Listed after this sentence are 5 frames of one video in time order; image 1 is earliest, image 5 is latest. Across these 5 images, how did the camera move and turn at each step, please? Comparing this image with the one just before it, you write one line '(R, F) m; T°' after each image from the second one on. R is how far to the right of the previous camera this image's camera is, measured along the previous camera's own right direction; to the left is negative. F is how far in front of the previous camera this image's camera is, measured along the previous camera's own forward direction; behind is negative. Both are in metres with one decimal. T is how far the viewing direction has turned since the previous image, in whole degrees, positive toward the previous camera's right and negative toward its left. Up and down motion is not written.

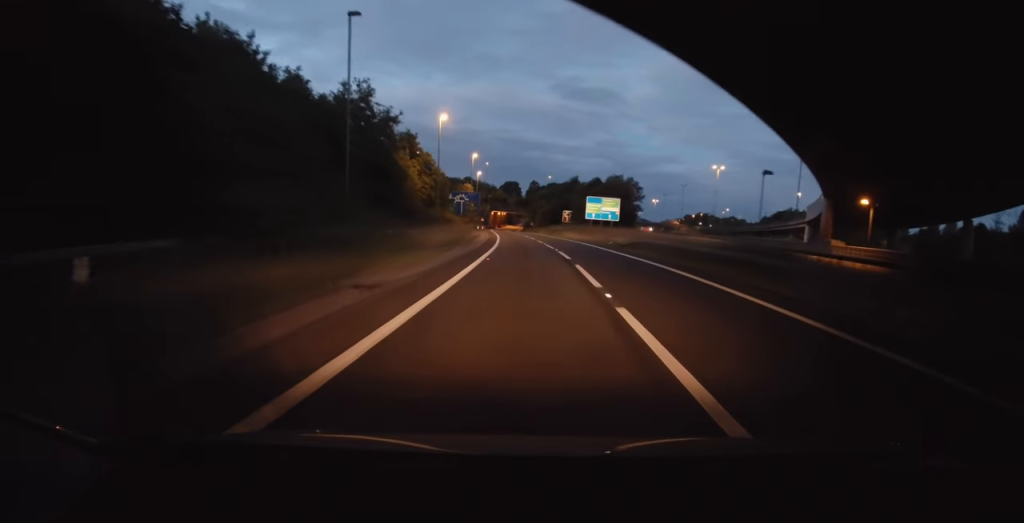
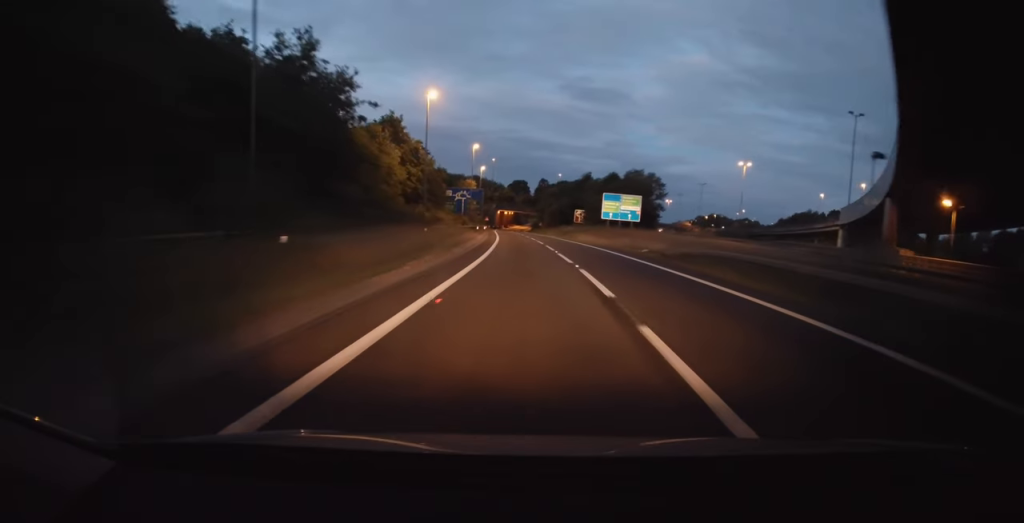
(-0.2, +10.5) m; 0°
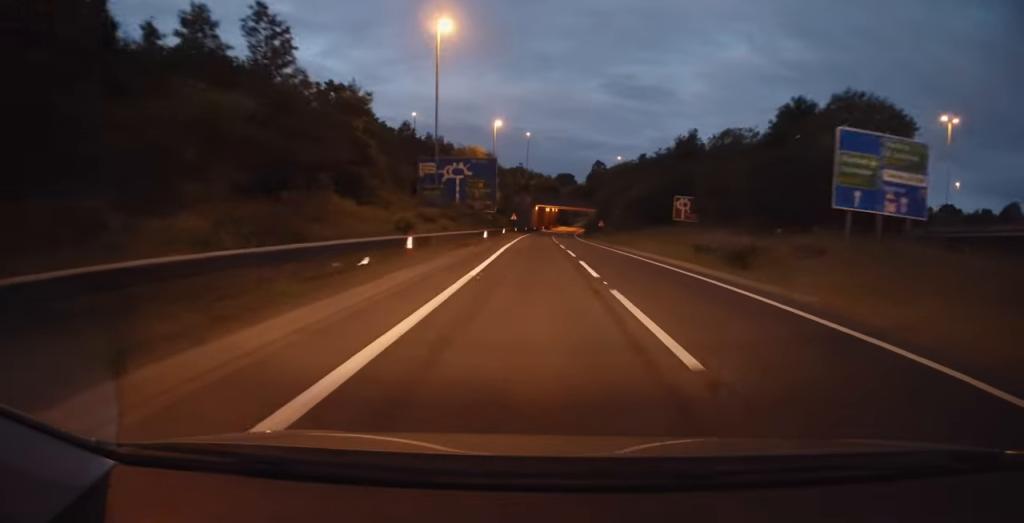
(-1.3, +48.4) m; -5°
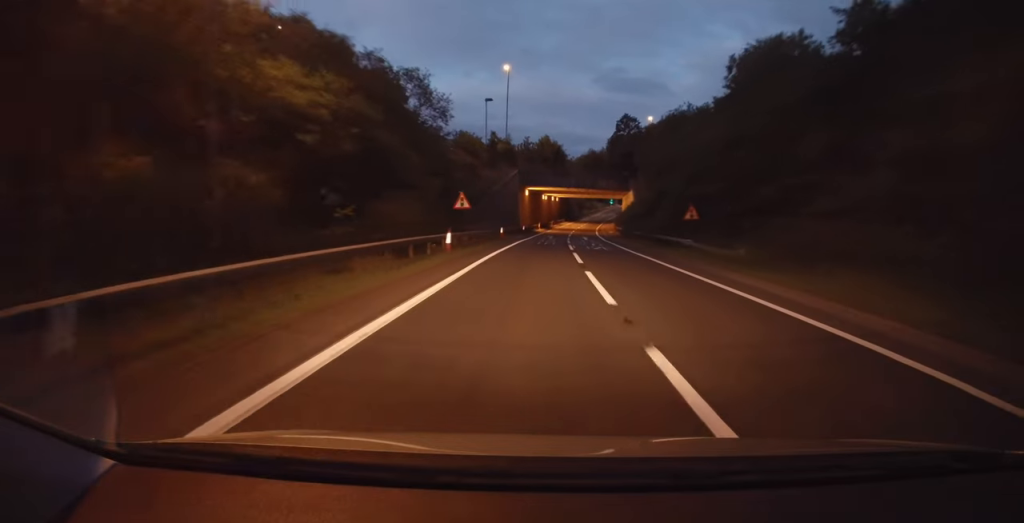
(-0.1, +49.8) m; 0°
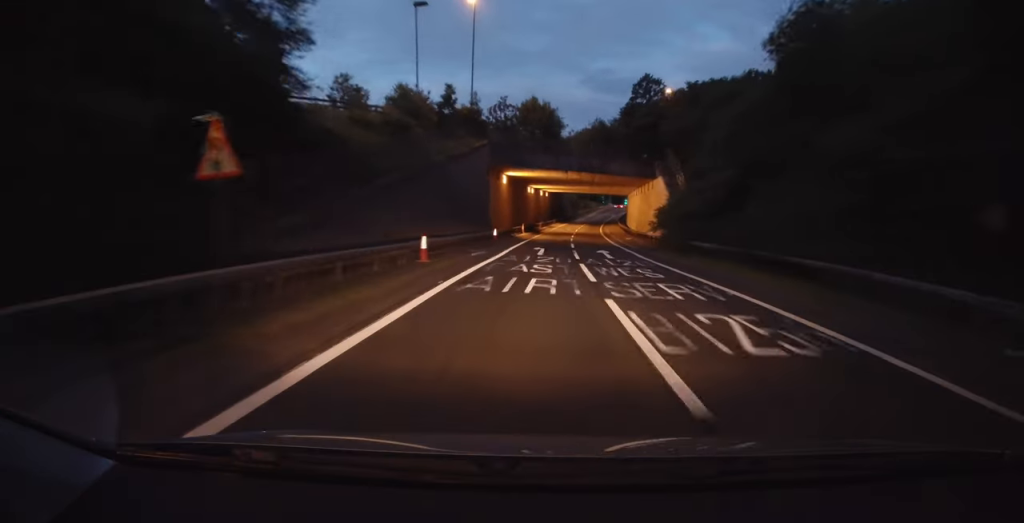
(-0.1, +22.8) m; +1°
